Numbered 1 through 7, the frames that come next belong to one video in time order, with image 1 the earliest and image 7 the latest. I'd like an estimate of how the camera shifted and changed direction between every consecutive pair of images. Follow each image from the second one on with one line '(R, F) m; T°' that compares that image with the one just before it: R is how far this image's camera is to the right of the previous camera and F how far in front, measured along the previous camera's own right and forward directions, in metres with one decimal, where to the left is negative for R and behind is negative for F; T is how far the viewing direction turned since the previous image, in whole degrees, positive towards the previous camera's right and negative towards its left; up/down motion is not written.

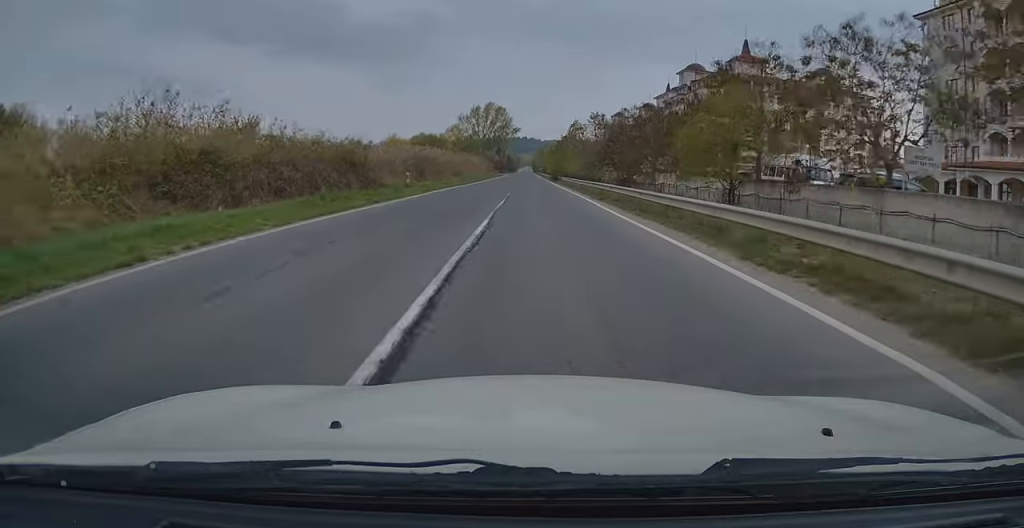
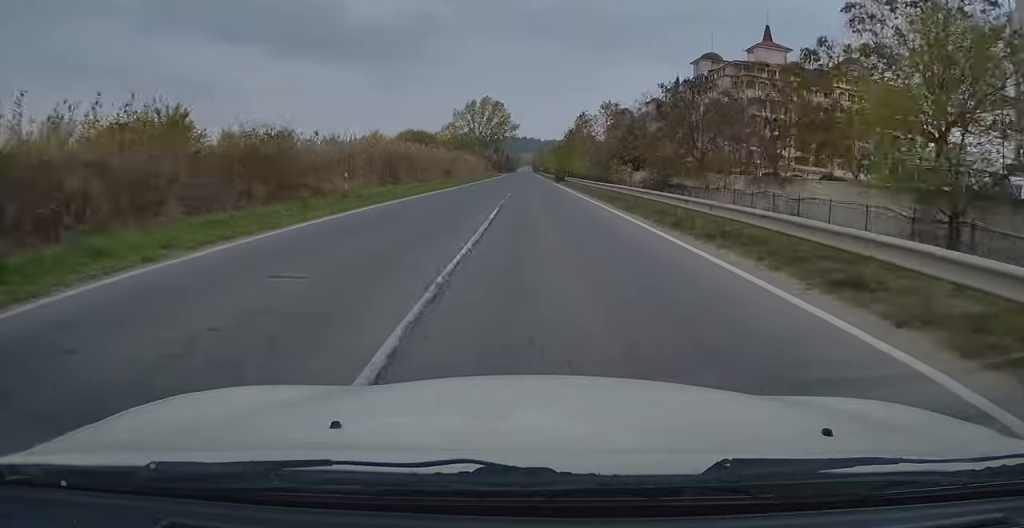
(0.0, +13.4) m; 0°
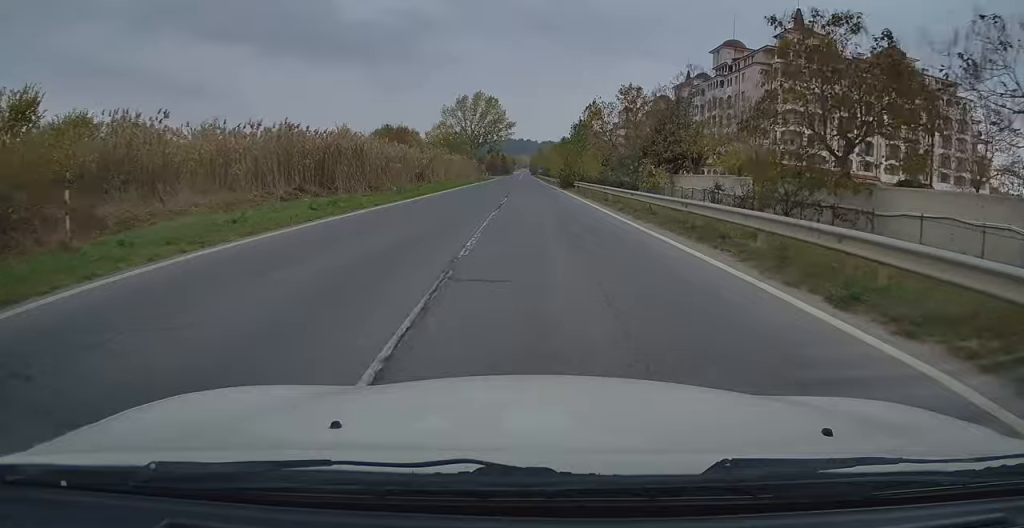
(0.0, +16.5) m; 0°
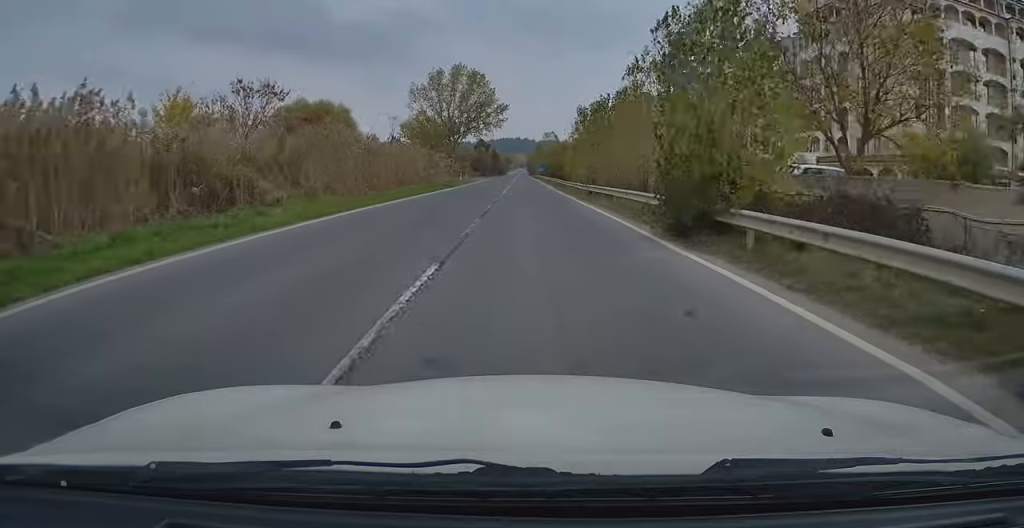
(+0.2, +40.1) m; 0°
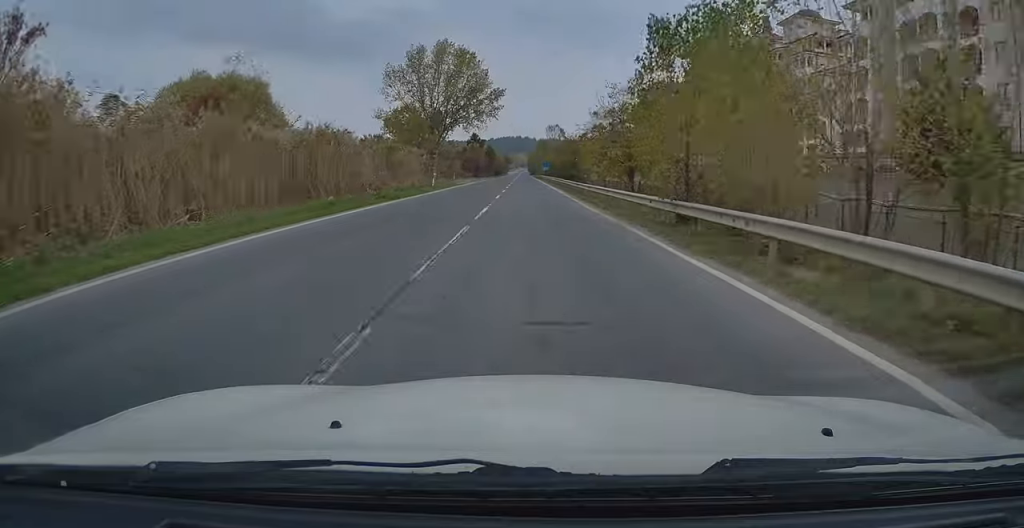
(0.0, +21.3) m; 0°
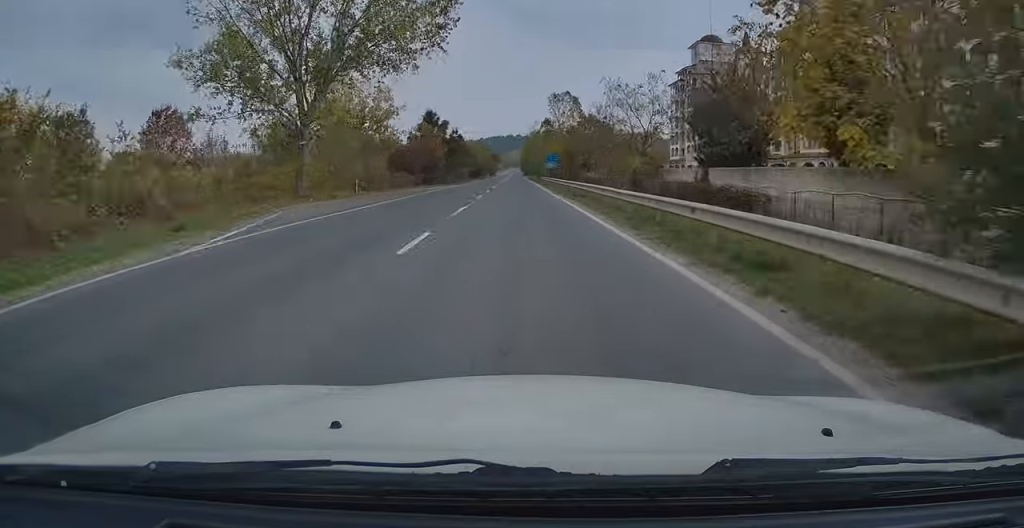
(+0.4, +54.8) m; 0°
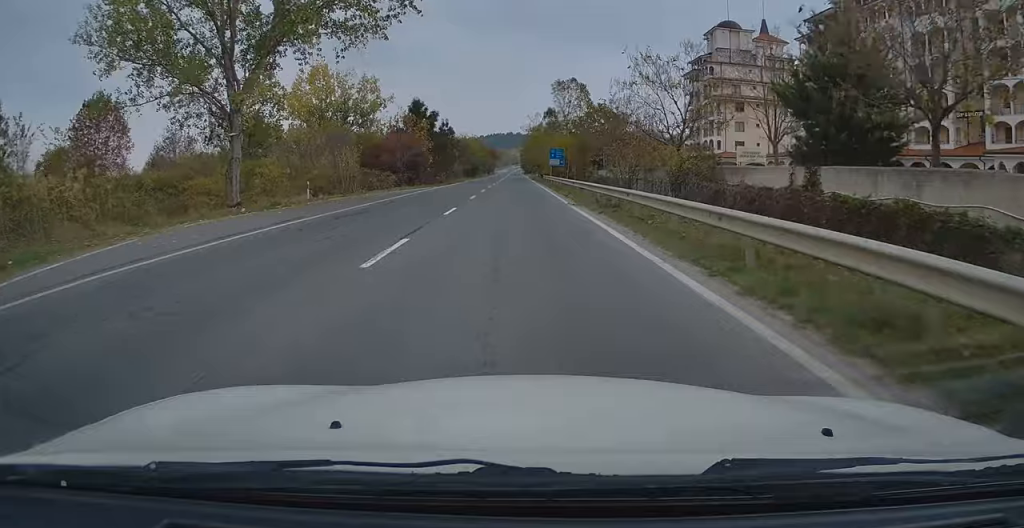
(-0.1, +10.3) m; 0°
